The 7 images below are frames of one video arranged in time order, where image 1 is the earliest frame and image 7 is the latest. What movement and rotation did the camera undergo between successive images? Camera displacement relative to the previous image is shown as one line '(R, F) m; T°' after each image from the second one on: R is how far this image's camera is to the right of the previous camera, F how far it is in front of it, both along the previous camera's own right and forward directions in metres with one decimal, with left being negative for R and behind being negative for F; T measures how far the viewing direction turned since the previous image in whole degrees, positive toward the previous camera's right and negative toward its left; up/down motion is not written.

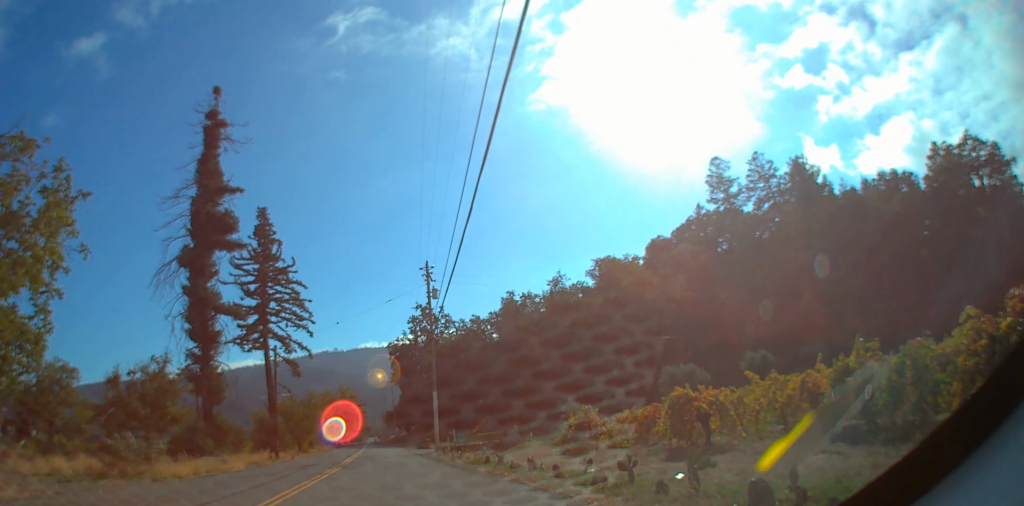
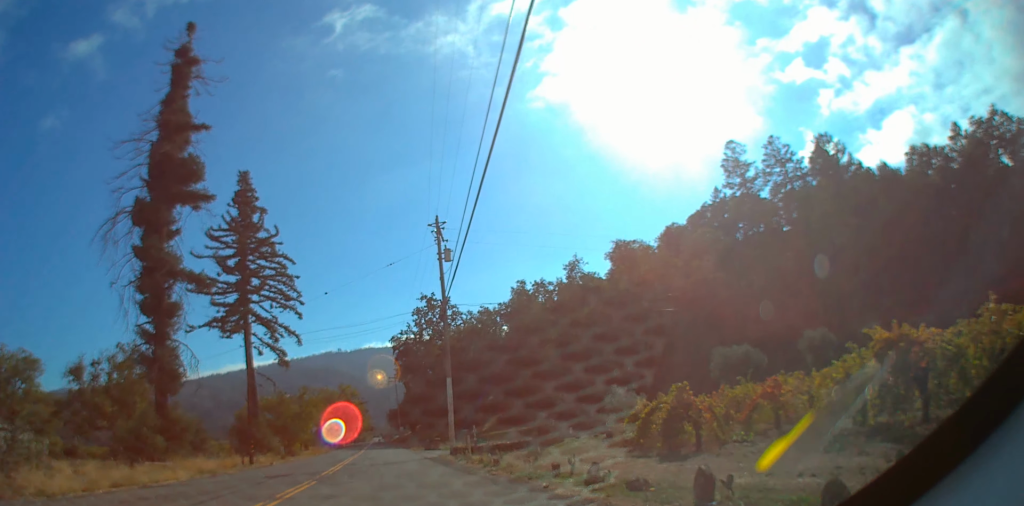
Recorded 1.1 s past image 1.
(-0.4, +8.1) m; -1°
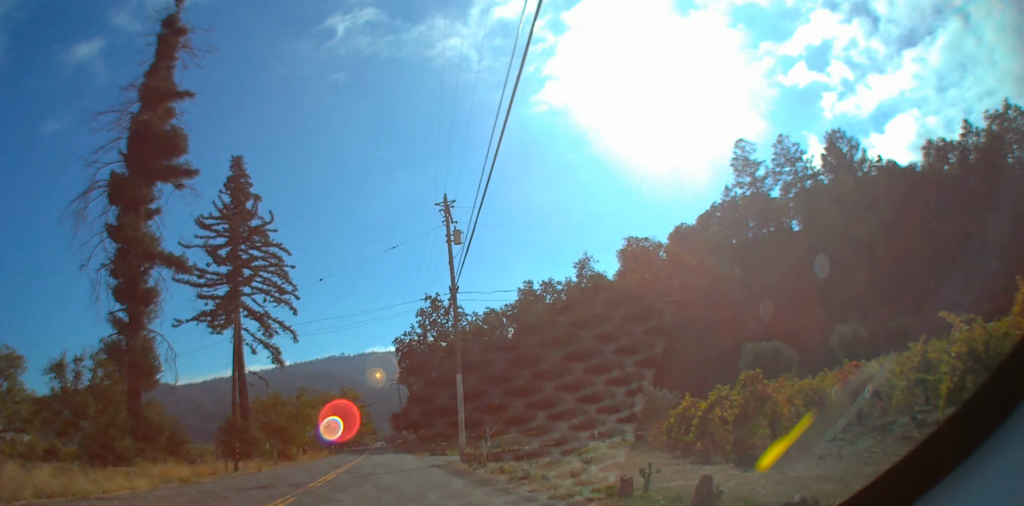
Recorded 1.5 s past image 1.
(+0.1, +3.6) m; +1°
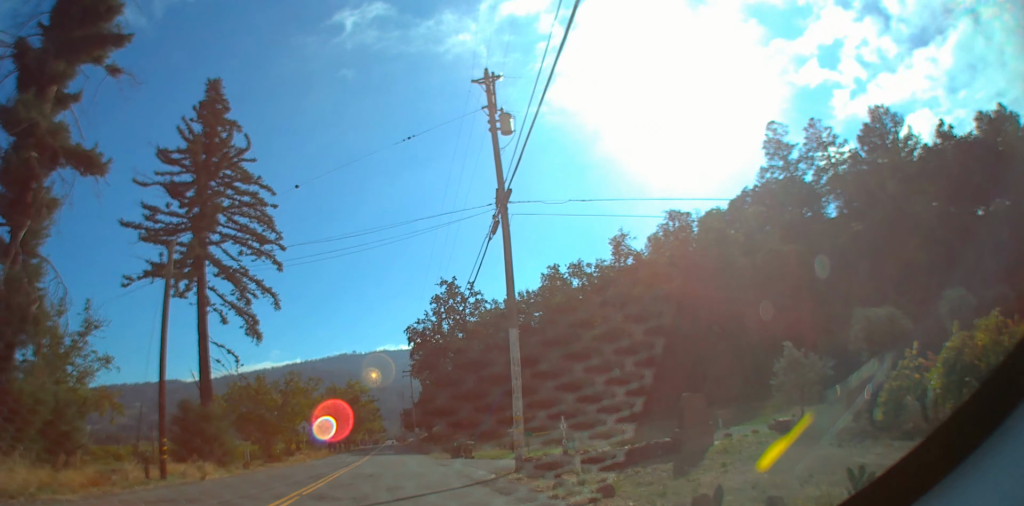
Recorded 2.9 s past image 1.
(+0.5, +10.8) m; +1°
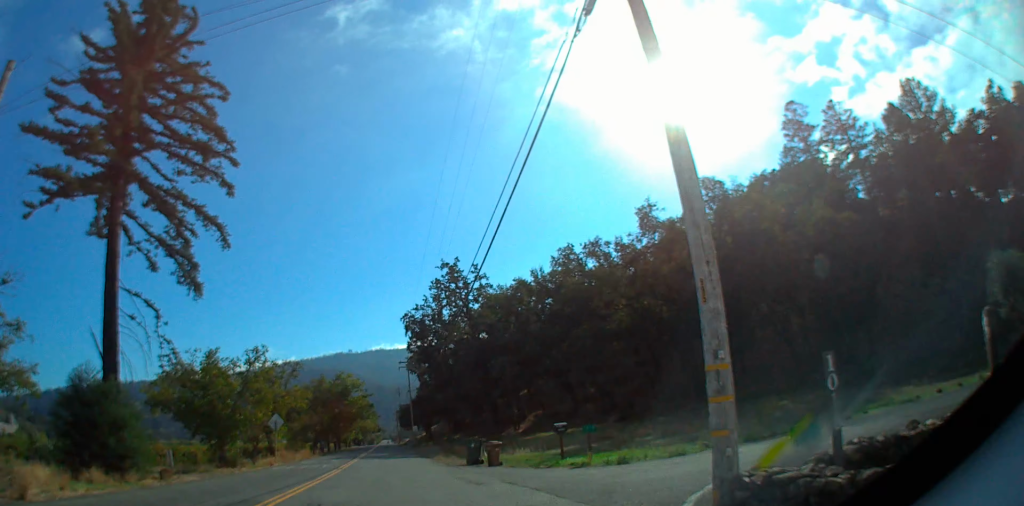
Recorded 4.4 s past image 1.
(-0.4, +10.7) m; -2°
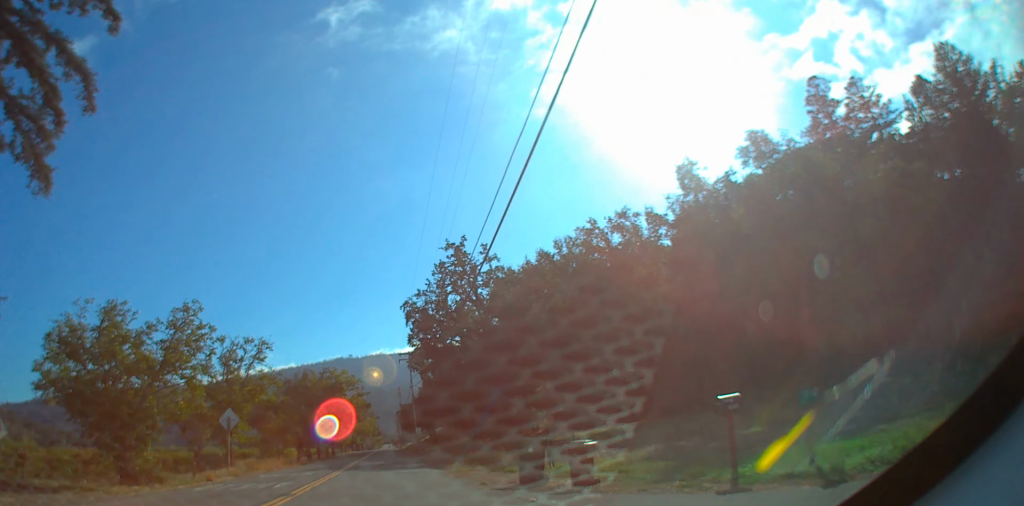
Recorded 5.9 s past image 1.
(-0.3, +12.1) m; -2°
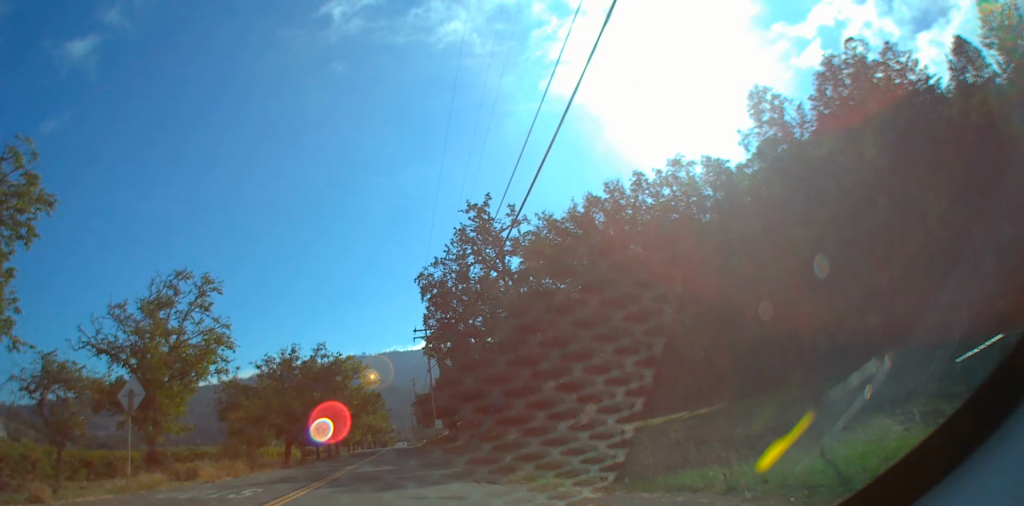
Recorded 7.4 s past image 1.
(+0.3, +12.8) m; 0°
